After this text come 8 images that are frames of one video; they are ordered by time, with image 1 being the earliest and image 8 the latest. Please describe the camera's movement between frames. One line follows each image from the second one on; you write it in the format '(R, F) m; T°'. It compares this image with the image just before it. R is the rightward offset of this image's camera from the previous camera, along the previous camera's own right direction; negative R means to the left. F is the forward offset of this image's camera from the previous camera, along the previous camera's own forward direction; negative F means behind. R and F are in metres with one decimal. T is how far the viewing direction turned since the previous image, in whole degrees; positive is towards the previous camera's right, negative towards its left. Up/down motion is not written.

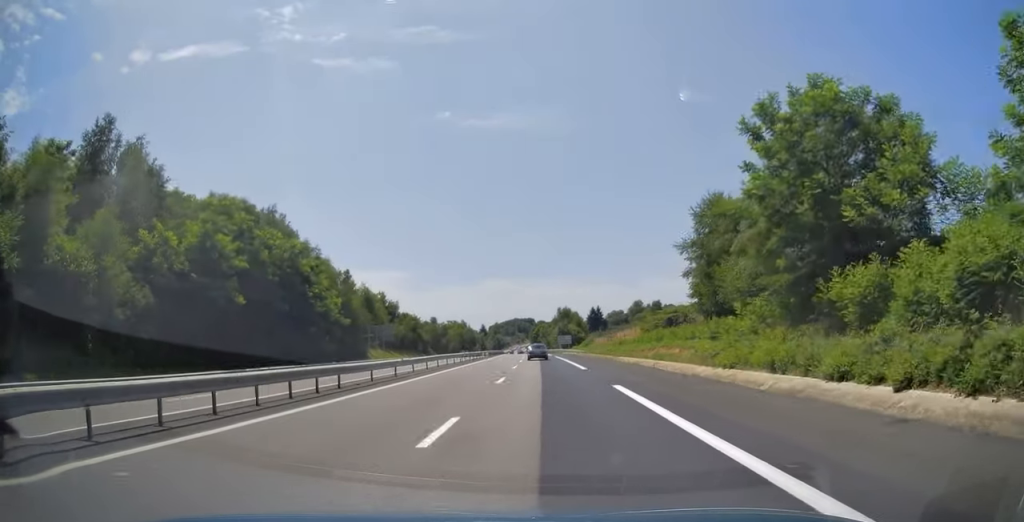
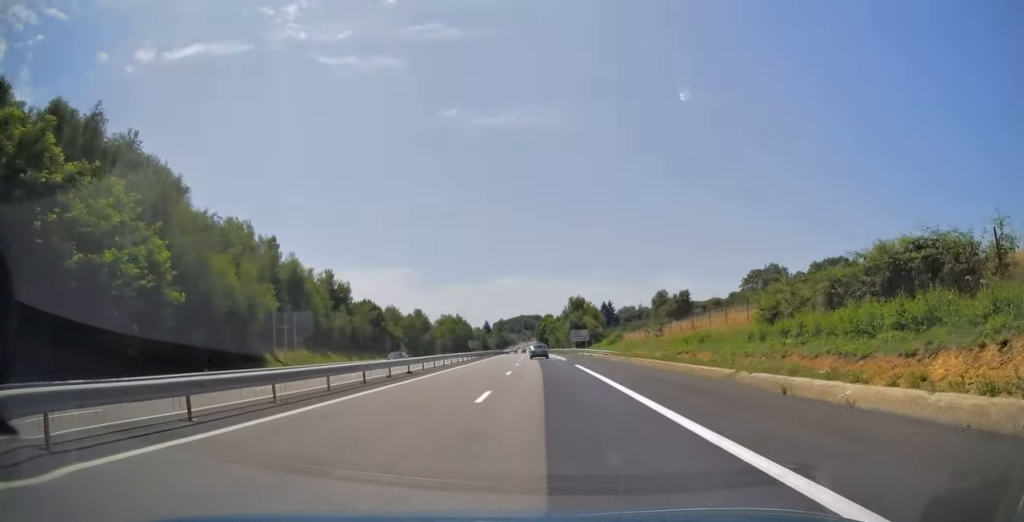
(-0.3, +33.4) m; -1°
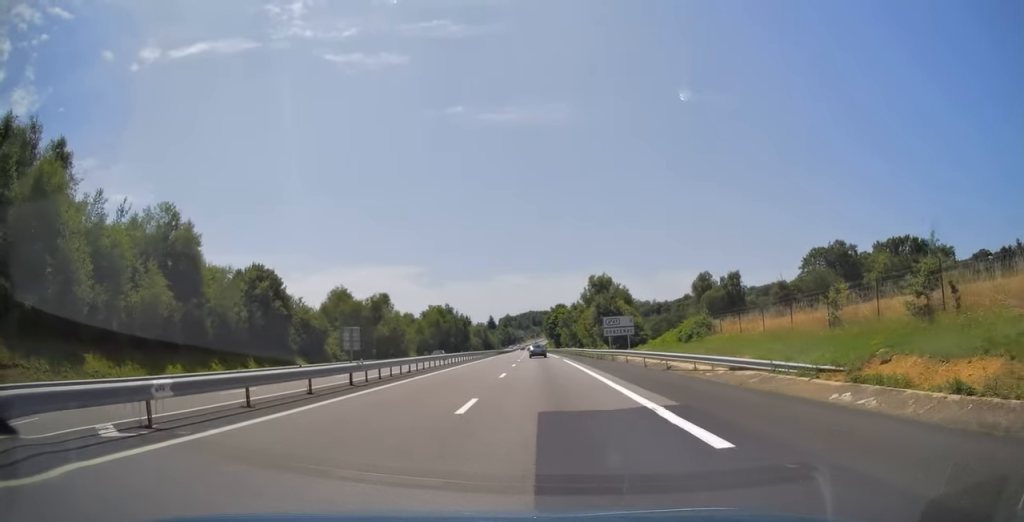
(-0.4, +41.5) m; -1°
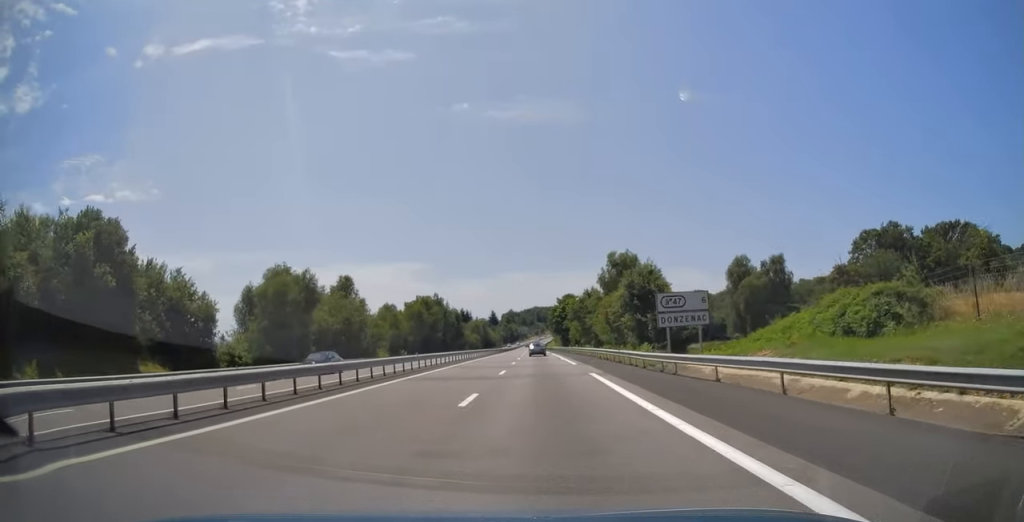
(-0.1, +25.1) m; 0°
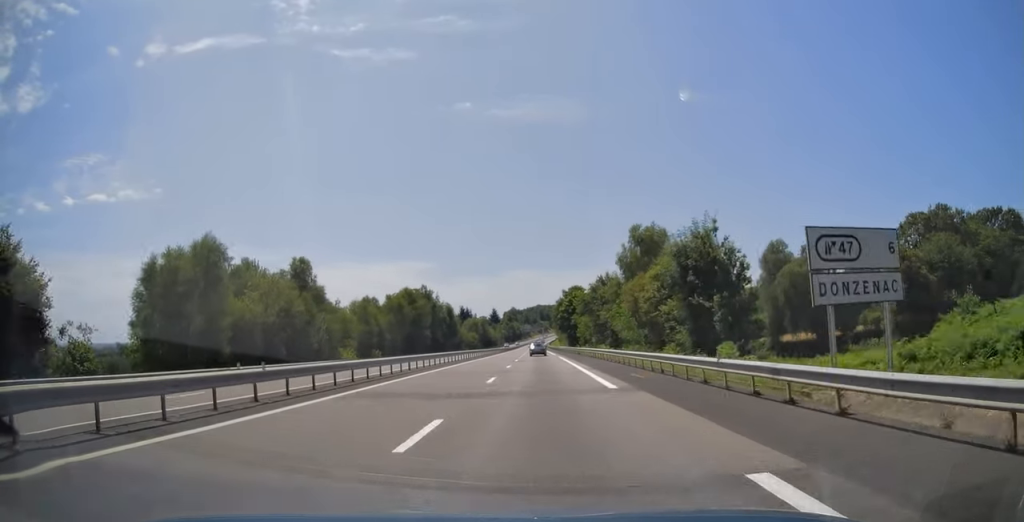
(0.0, +18.4) m; 0°
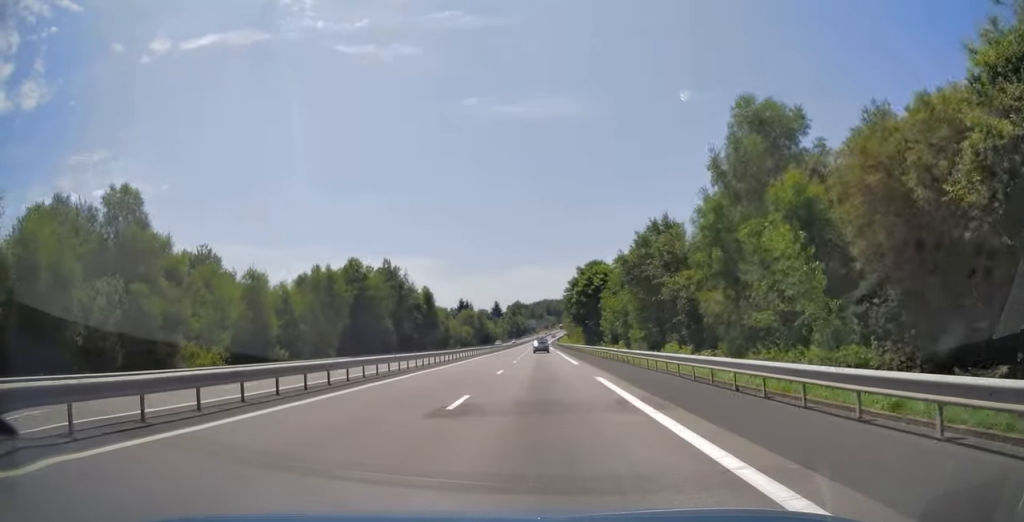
(-0.2, +34.9) m; -1°
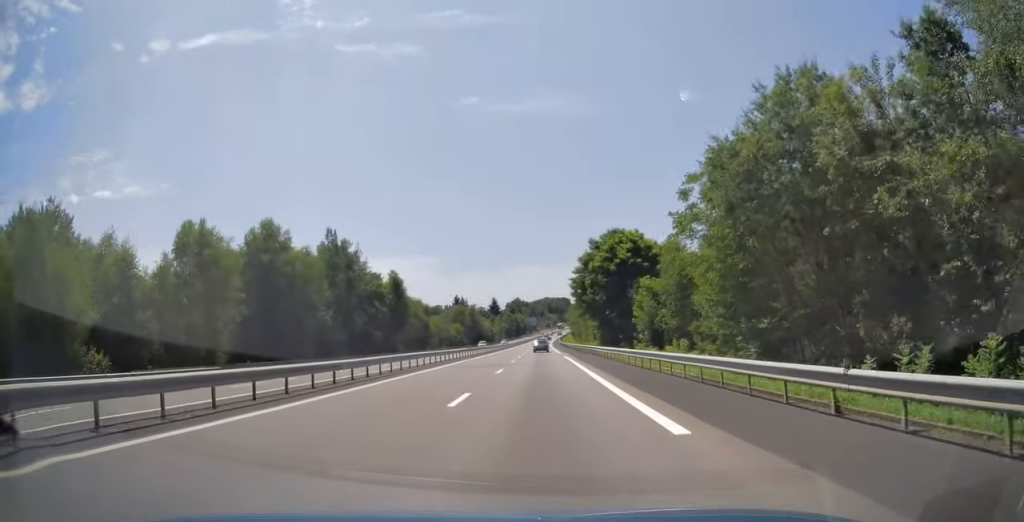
(0.0, +25.5) m; 0°
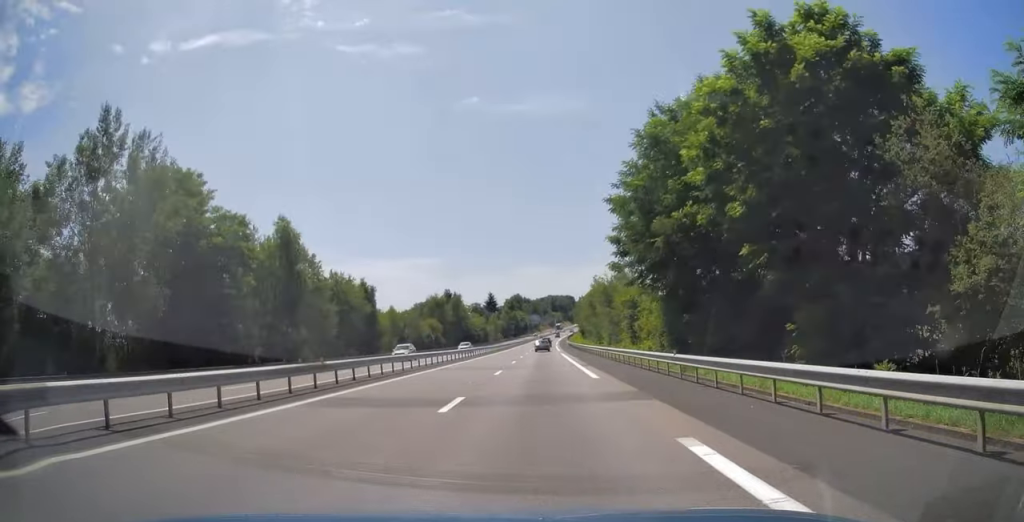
(-0.2, +40.0) m; 0°
